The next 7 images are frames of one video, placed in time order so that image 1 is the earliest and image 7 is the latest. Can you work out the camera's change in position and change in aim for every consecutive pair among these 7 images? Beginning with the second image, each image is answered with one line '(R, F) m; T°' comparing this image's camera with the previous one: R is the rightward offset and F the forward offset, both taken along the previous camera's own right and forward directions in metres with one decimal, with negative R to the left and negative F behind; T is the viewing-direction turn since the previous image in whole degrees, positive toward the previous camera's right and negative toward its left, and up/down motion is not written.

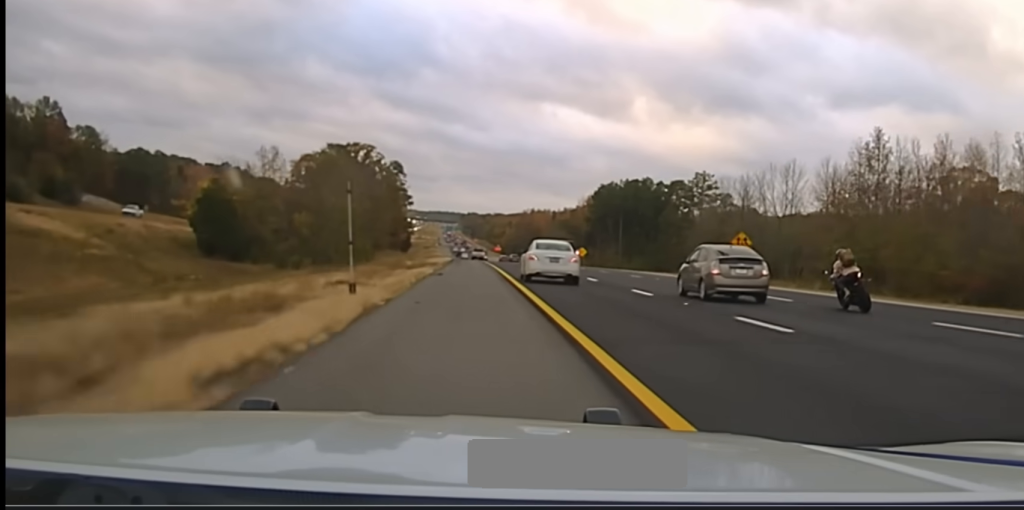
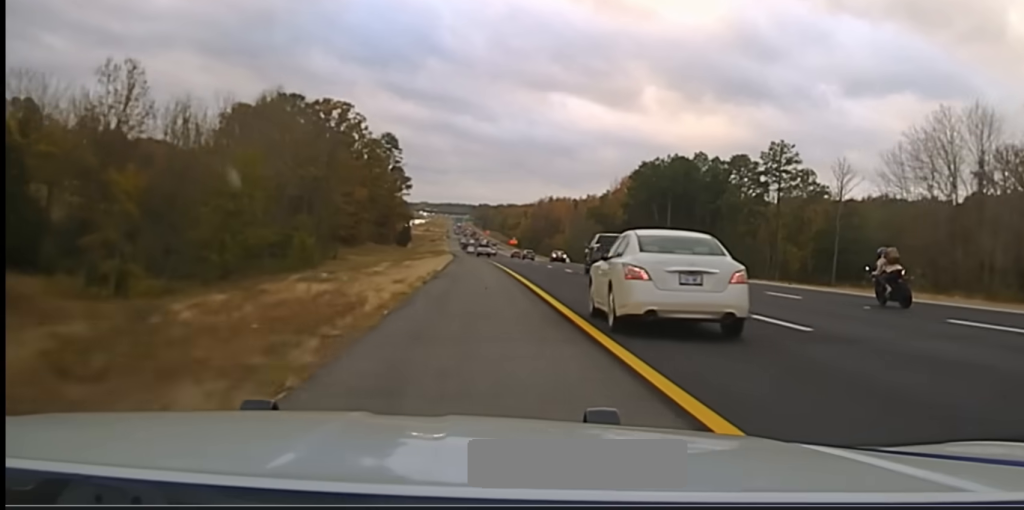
(-0.3, +49.8) m; 0°
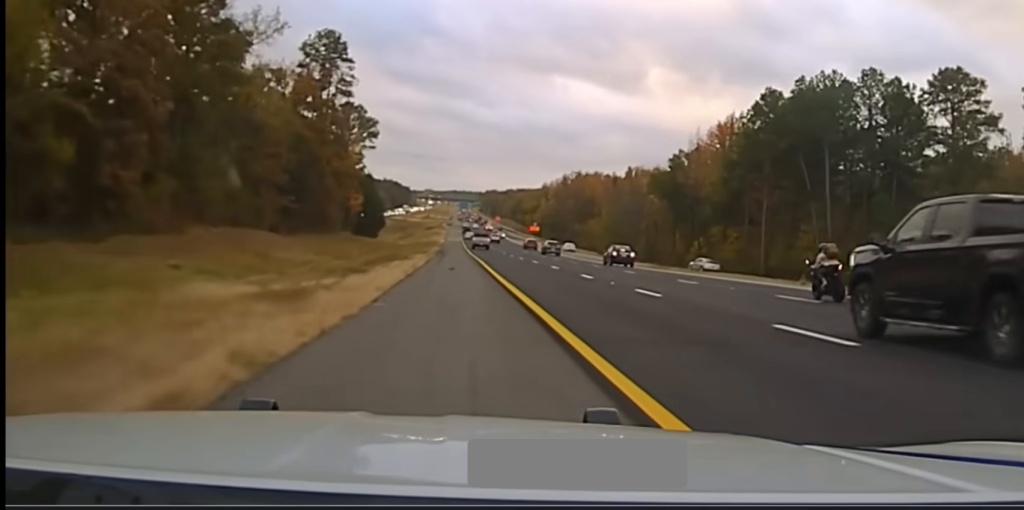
(+0.2, +88.9) m; 0°
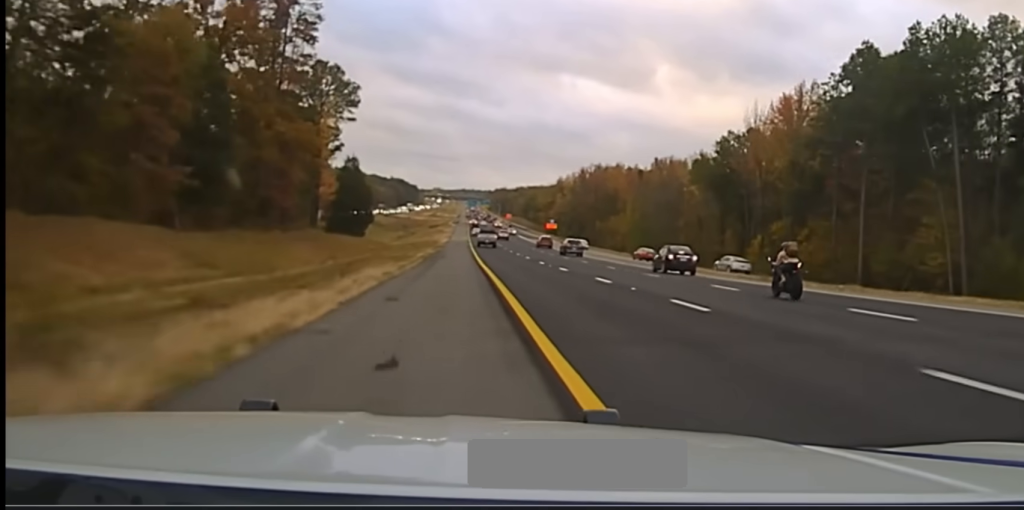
(0.0, +28.5) m; 0°
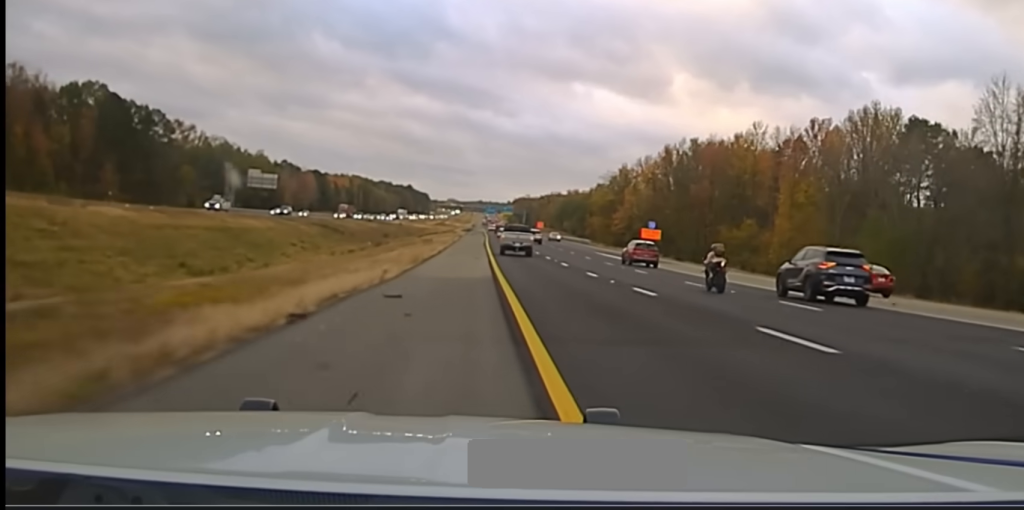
(-1.4, +108.4) m; -1°
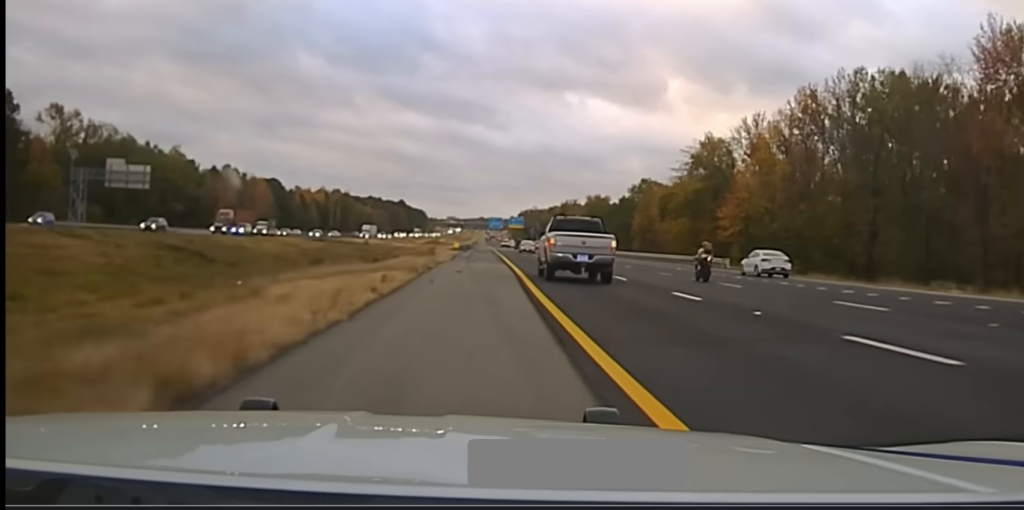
(-0.1, +96.0) m; 0°
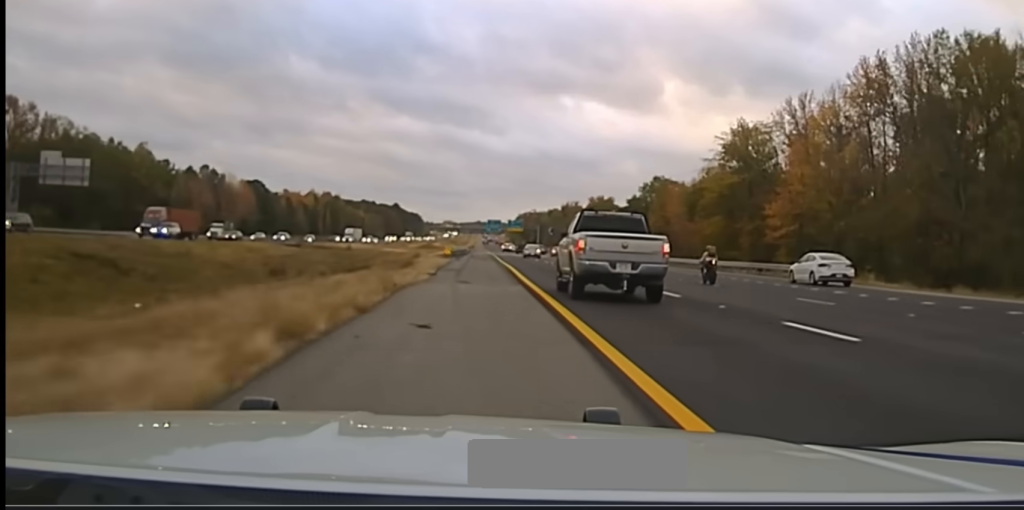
(-0.1, +23.3) m; 0°
